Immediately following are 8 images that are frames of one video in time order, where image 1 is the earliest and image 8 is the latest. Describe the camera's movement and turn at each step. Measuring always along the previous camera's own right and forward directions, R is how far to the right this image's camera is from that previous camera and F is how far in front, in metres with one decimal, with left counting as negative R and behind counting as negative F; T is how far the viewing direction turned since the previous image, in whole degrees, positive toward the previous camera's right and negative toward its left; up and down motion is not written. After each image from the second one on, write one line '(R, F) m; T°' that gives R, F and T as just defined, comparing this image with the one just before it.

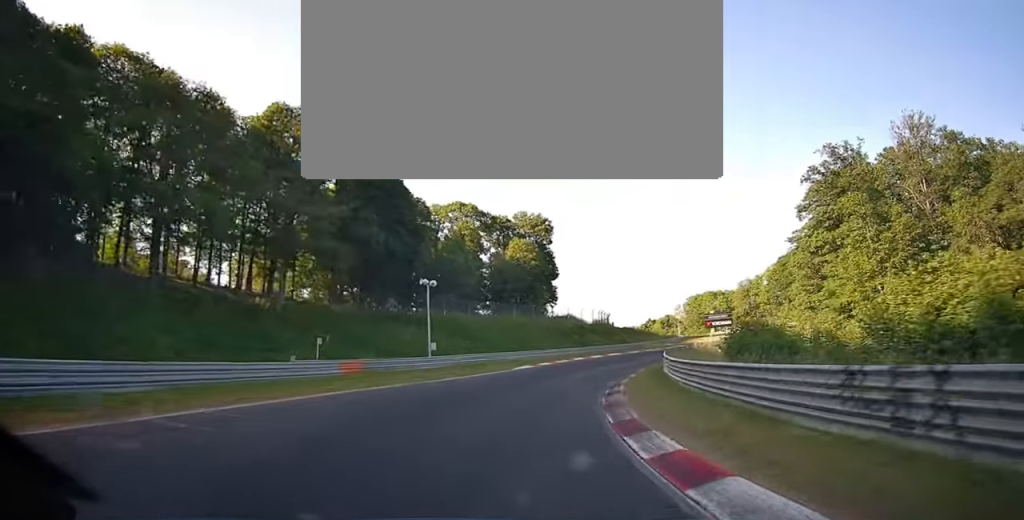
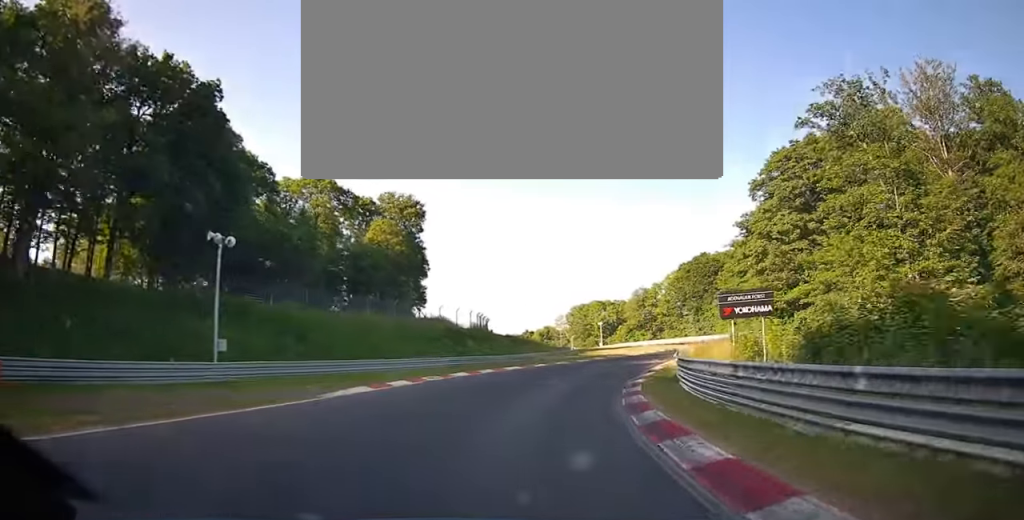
(+3.0, +18.1) m; +15°
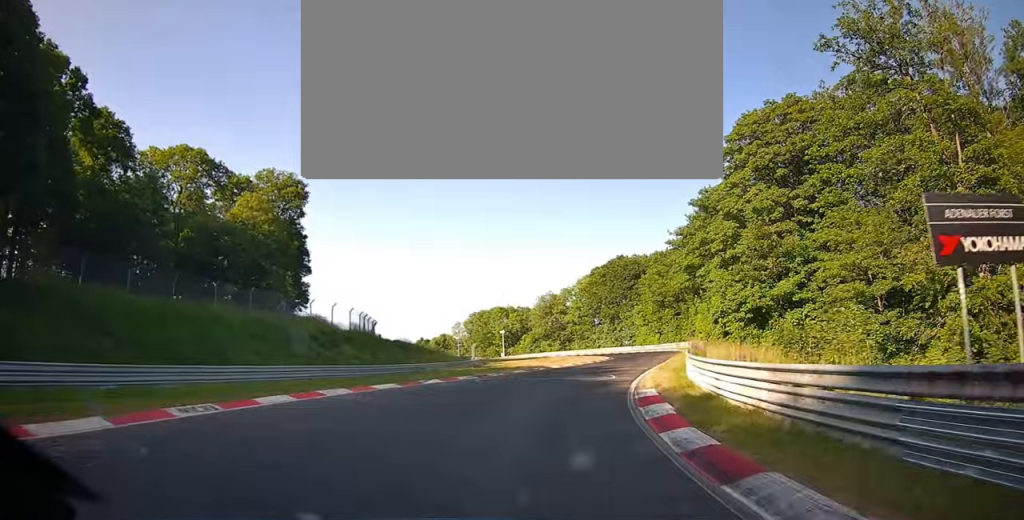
(+1.4, +13.2) m; +9°
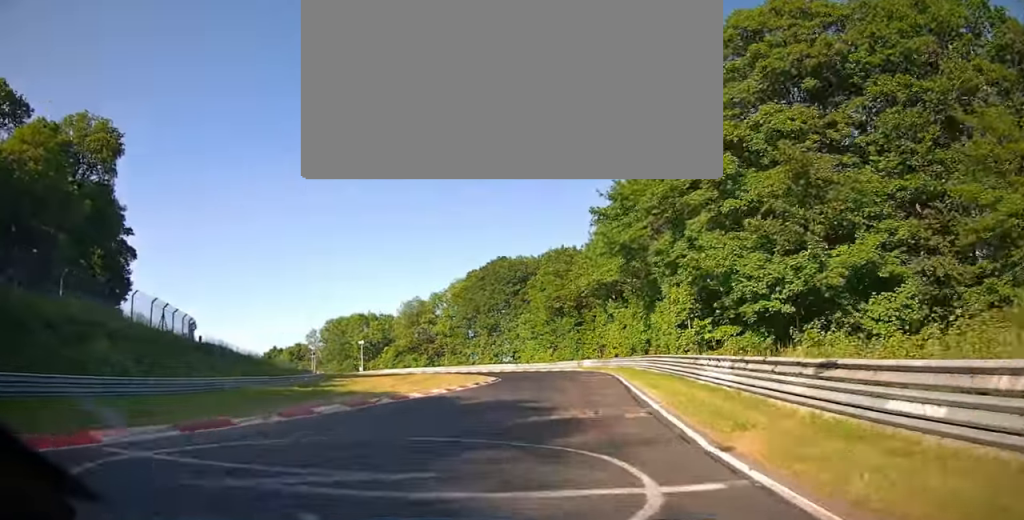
(+1.2, +17.6) m; +4°
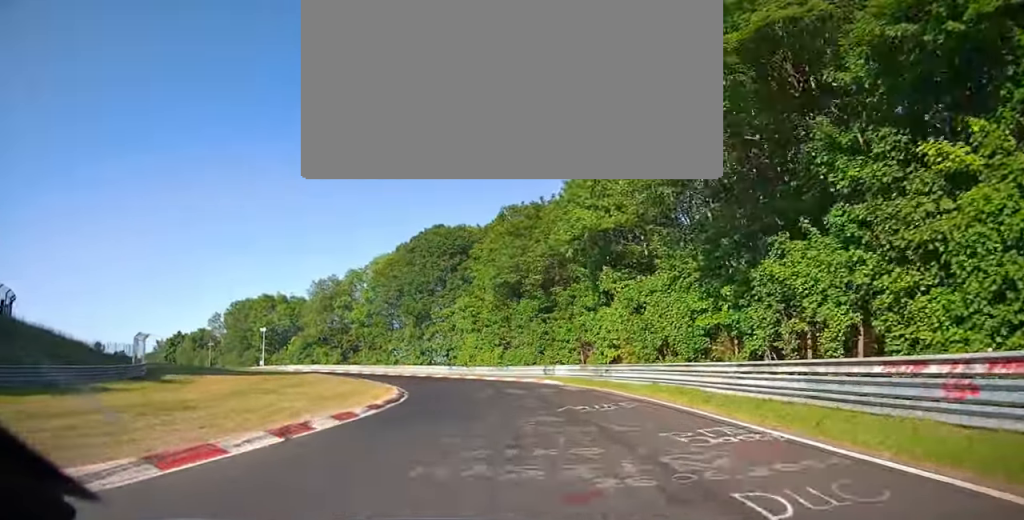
(+0.7, +22.2) m; -1°
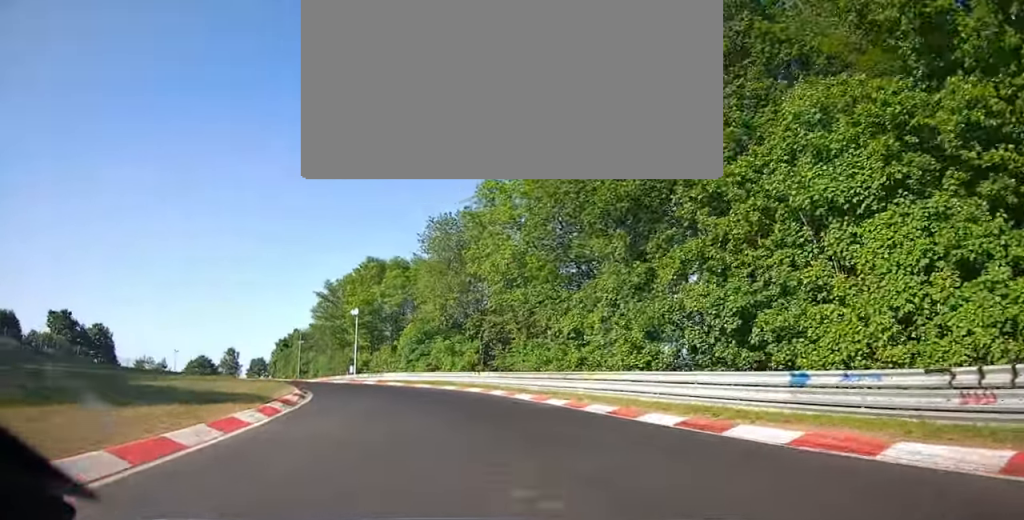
(-5.9, +40.8) m; -23°
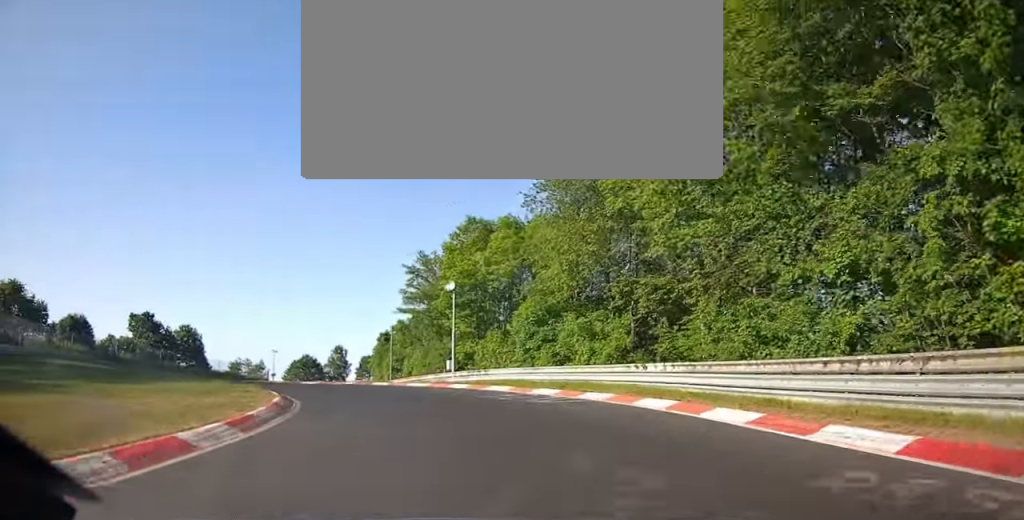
(-1.6, +13.9) m; -13°
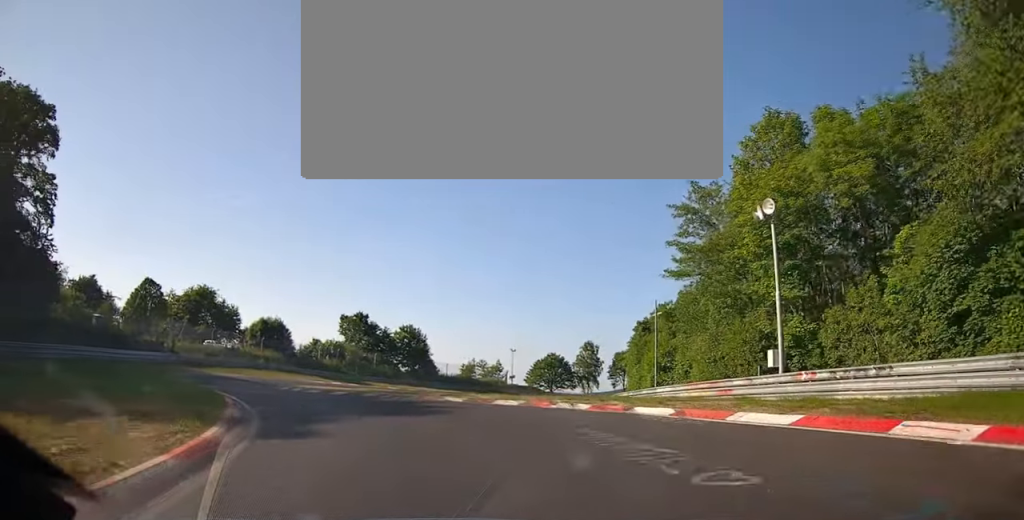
(-3.4, +19.0) m; -23°
